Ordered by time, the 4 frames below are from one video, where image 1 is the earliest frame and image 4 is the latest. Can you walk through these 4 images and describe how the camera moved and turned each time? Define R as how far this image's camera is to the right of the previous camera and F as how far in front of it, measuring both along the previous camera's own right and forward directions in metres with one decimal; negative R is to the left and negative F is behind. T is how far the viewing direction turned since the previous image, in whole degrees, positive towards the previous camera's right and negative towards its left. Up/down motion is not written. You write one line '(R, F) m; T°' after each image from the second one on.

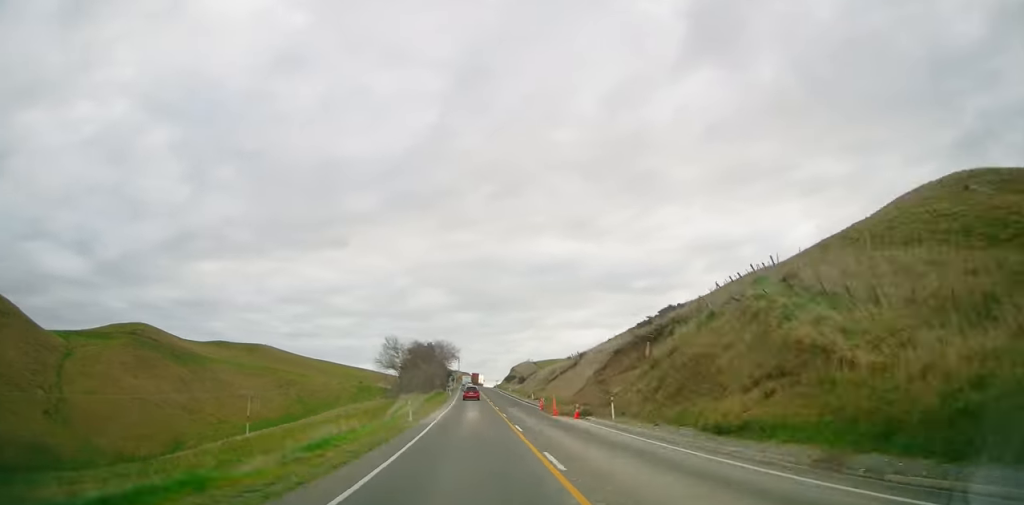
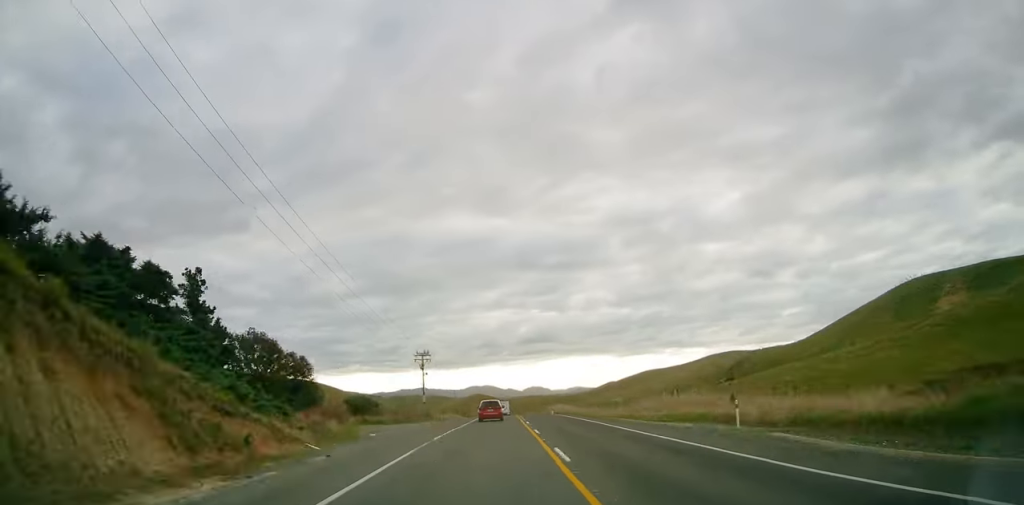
(+8.8, +237.0) m; +10°
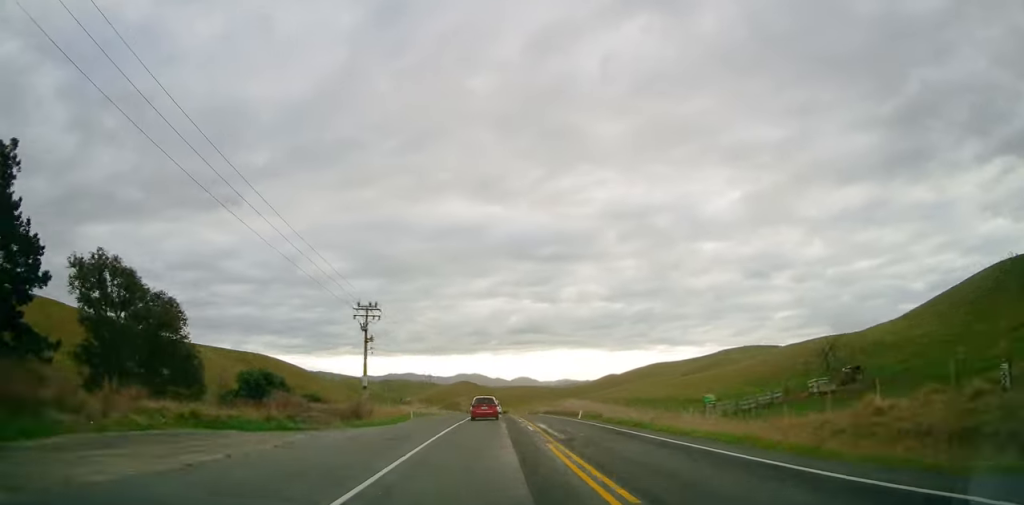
(+0.4, +35.2) m; +2°
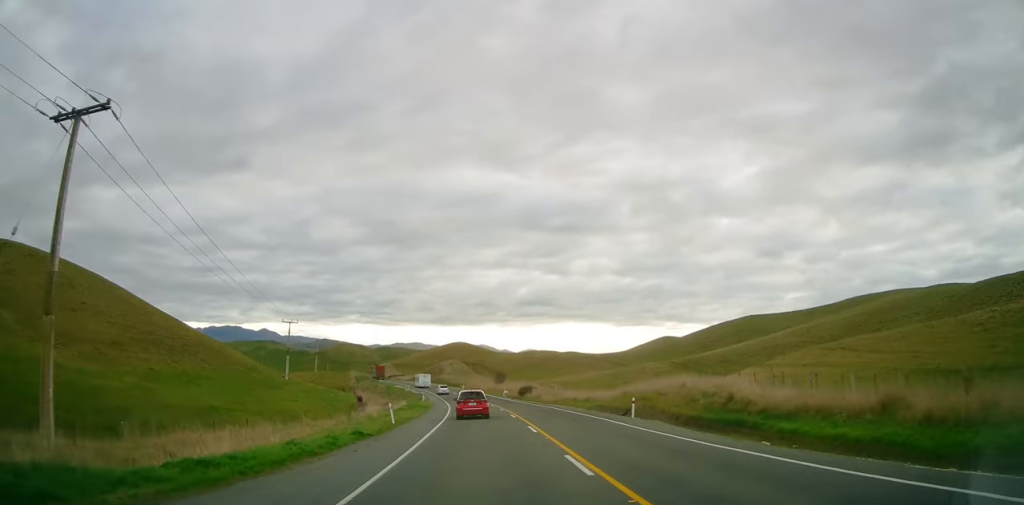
(-0.7, +106.4) m; -5°
